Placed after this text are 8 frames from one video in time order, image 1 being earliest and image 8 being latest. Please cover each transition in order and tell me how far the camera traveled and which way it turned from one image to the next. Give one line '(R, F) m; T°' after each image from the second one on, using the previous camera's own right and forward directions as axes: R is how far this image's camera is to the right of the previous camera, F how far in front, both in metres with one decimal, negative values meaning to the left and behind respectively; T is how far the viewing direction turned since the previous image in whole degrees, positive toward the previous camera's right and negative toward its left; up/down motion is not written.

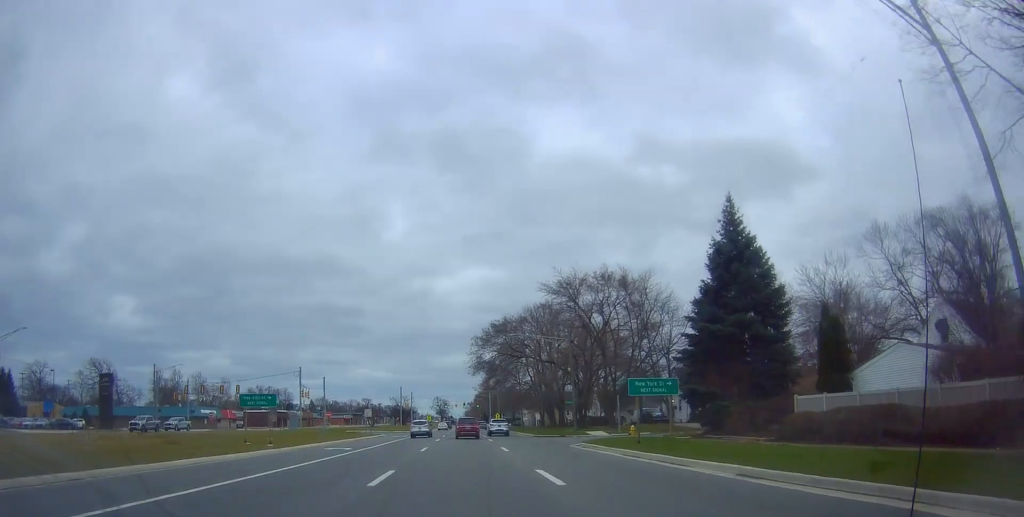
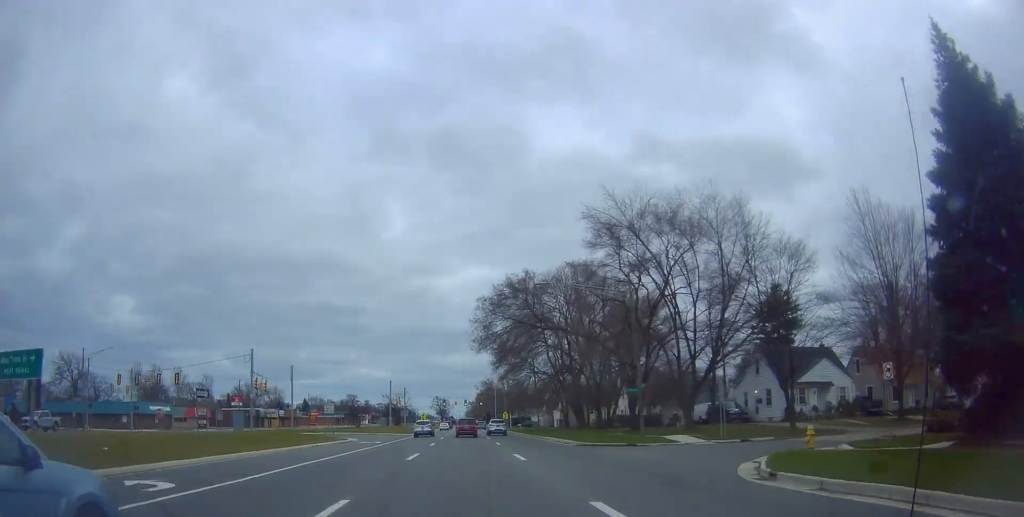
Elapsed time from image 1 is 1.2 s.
(0.0, +20.9) m; 0°
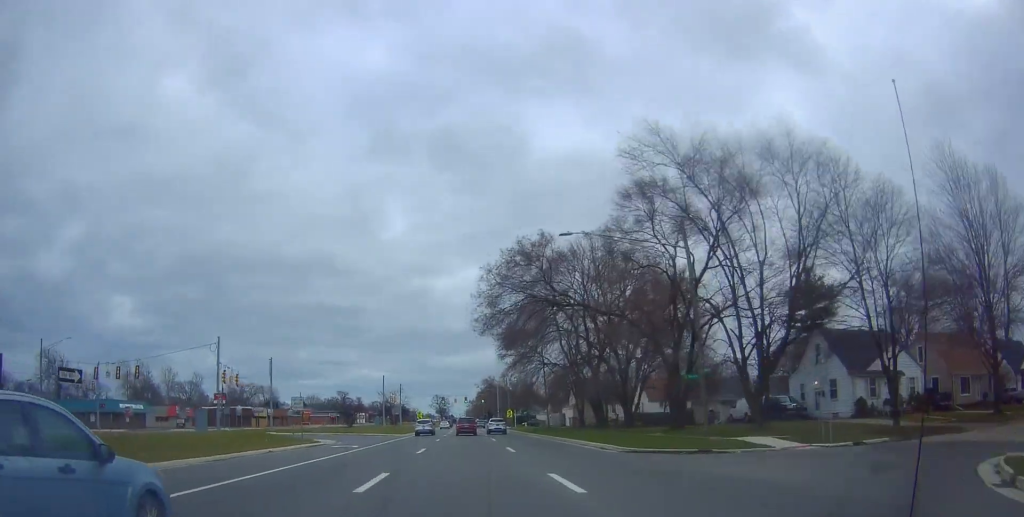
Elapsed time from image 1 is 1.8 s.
(0.0, +9.8) m; 0°
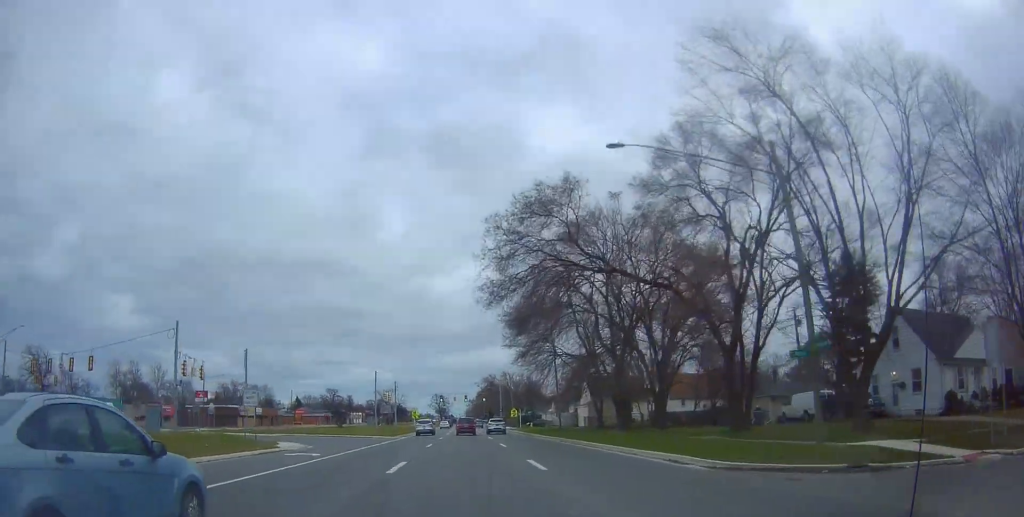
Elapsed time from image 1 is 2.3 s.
(0.0, +9.3) m; 0°
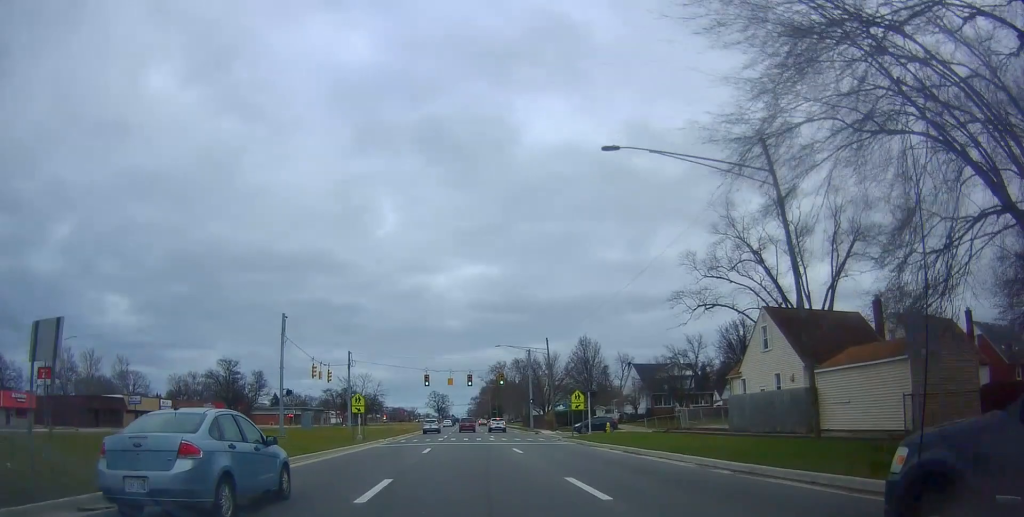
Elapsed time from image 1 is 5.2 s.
(-1.3, +49.8) m; -3°
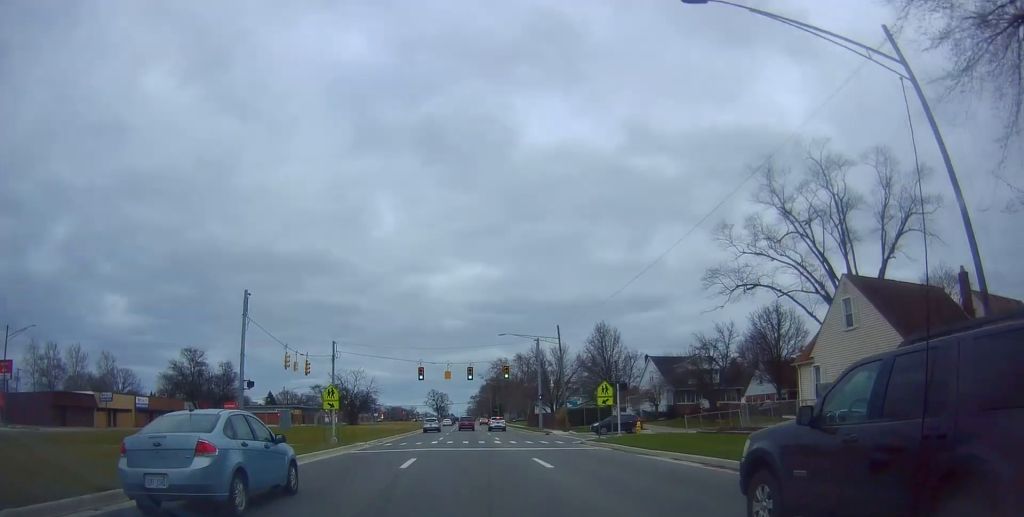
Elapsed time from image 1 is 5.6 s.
(+0.1, +8.4) m; +1°
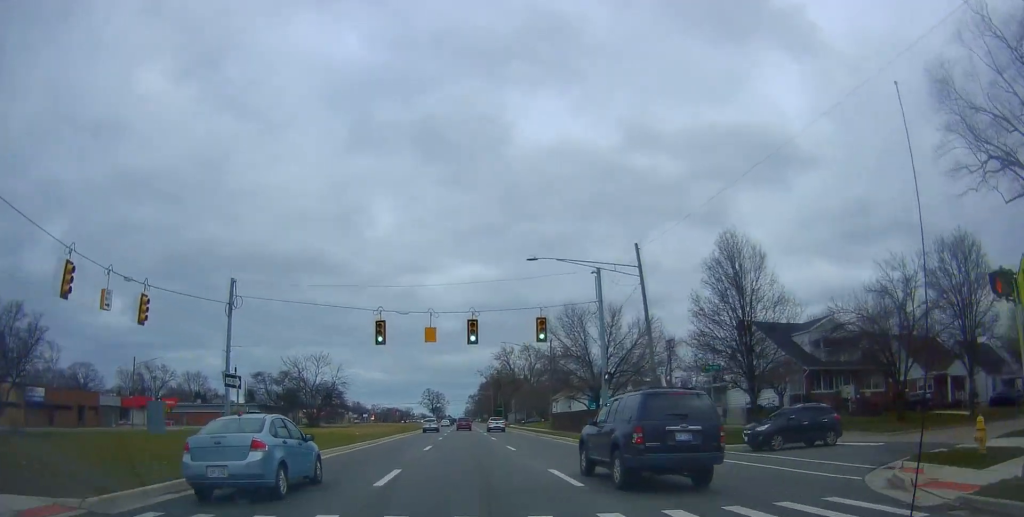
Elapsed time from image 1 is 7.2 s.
(+0.9, +28.2) m; +2°
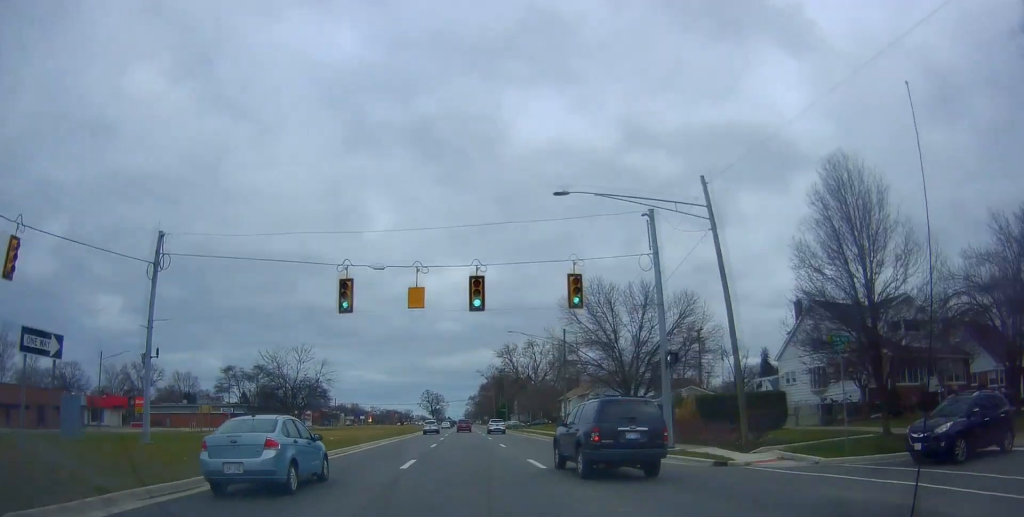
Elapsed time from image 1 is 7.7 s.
(0.0, +9.7) m; 0°
